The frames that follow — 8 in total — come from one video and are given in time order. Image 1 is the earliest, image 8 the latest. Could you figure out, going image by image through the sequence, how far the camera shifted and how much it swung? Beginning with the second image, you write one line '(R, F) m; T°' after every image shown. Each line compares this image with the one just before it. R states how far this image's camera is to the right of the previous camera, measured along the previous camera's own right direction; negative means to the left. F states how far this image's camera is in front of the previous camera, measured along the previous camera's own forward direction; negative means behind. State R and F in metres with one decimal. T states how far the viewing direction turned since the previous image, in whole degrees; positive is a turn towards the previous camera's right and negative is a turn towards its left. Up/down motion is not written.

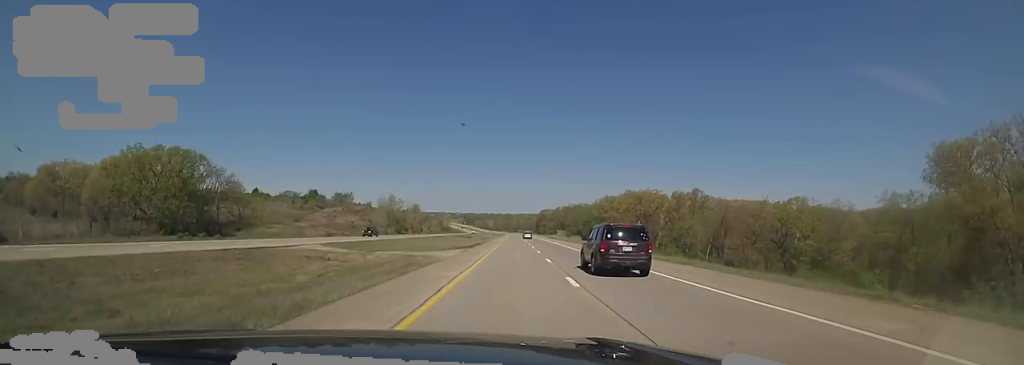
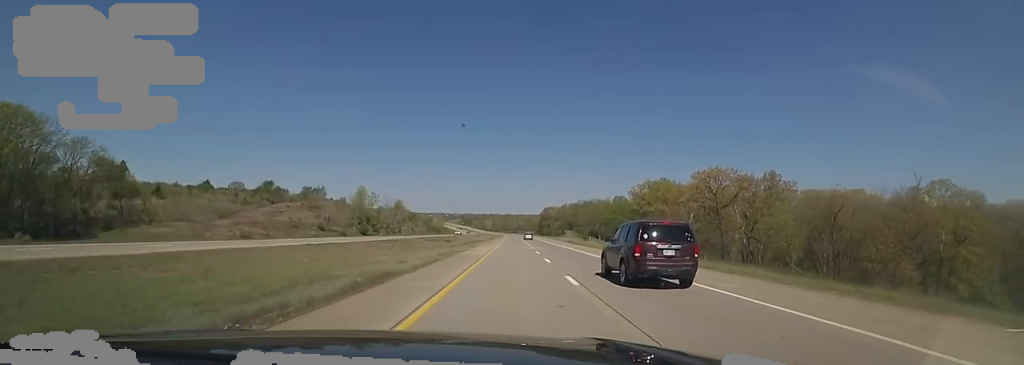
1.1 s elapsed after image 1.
(+0.2, +39.4) m; -1°
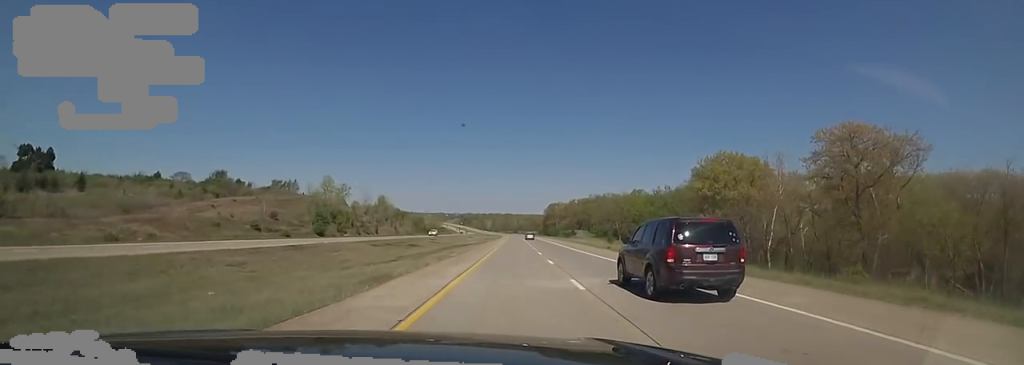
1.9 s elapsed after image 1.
(-0.4, +30.7) m; -1°
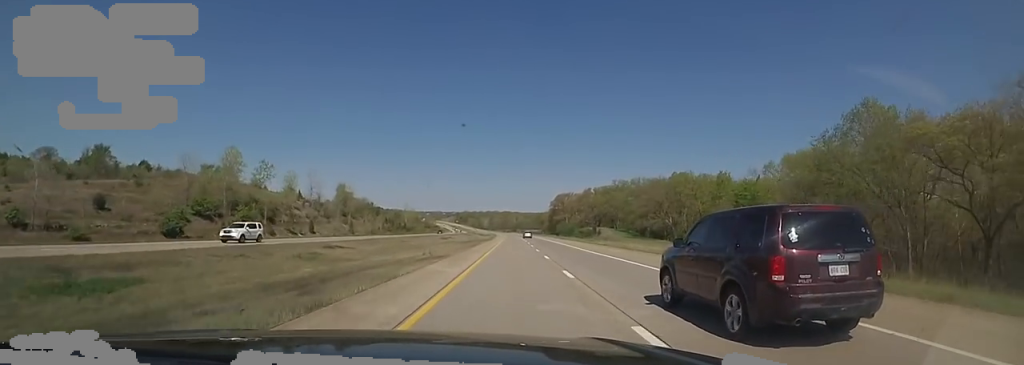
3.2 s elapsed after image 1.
(-0.2, +46.7) m; +1°
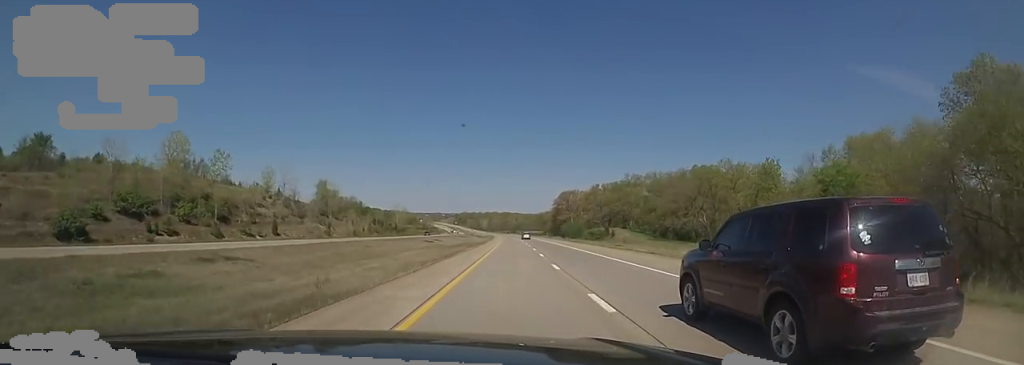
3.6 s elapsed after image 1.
(+0.1, +16.0) m; +1°
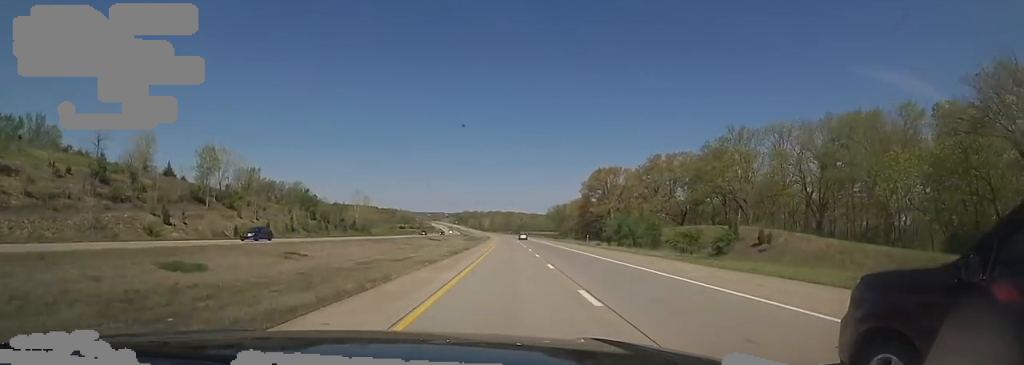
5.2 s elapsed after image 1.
(+0.4, +59.5) m; -1°
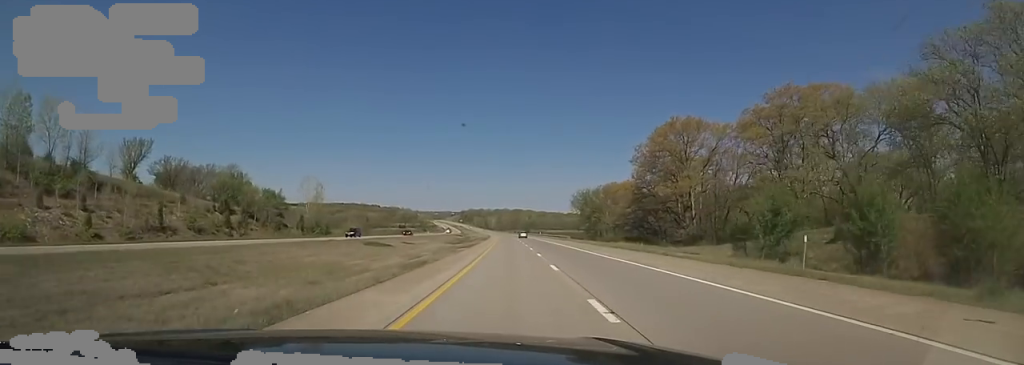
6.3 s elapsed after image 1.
(-1.3, +42.3) m; -3°
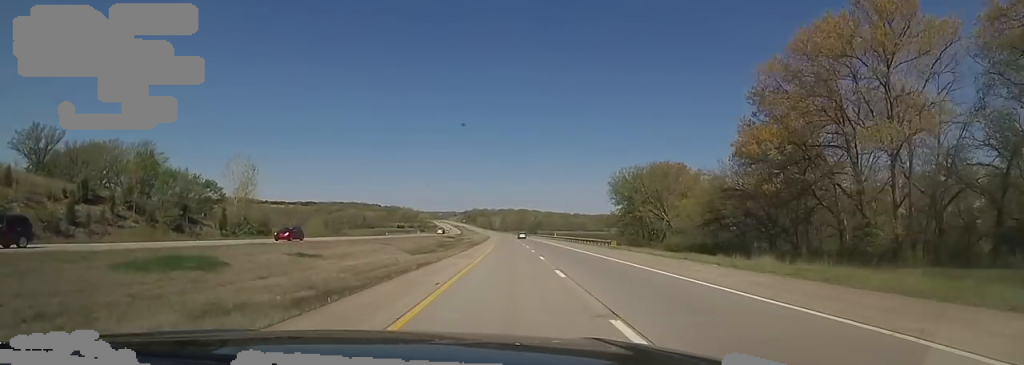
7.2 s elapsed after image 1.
(-0.4, +32.4) m; 0°
